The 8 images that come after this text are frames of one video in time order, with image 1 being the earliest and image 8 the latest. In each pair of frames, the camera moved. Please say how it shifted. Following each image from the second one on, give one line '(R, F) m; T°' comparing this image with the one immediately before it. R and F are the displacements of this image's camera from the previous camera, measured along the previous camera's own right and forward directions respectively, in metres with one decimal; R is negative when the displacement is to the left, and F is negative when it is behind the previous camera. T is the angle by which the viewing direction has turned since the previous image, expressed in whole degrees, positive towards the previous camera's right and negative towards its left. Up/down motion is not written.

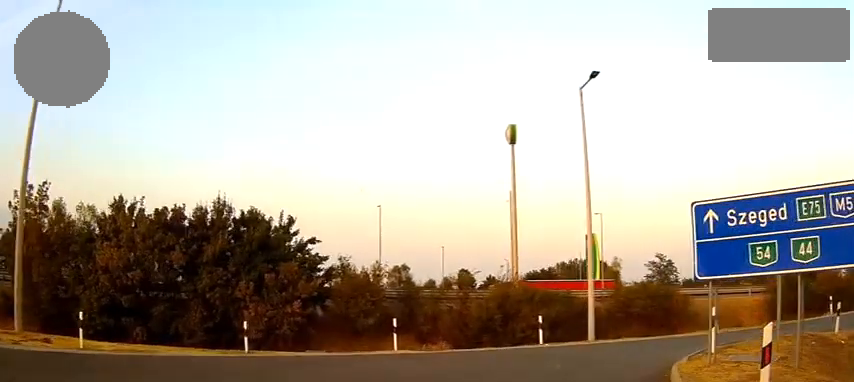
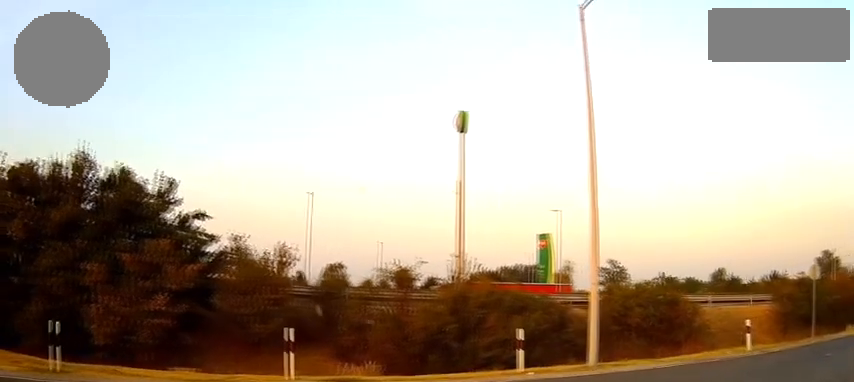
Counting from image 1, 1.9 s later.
(0.0, +8.2) m; +6°
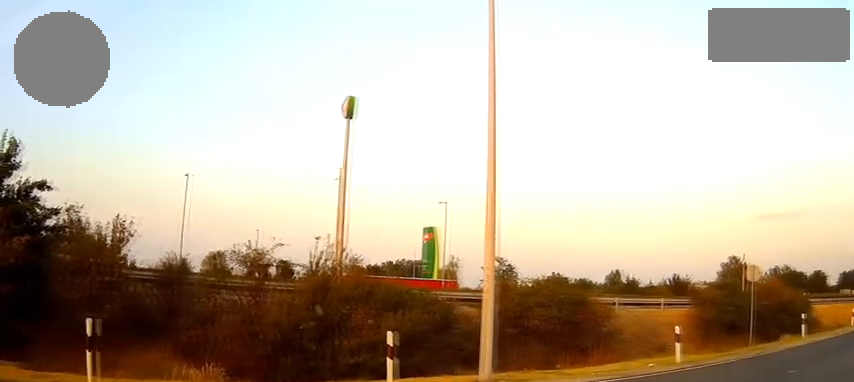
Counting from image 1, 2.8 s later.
(+0.2, +3.5) m; +11°
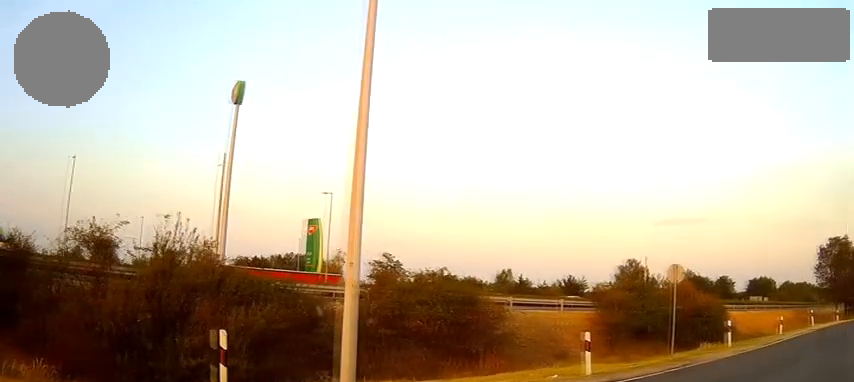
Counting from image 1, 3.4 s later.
(+0.1, +2.6) m; +11°
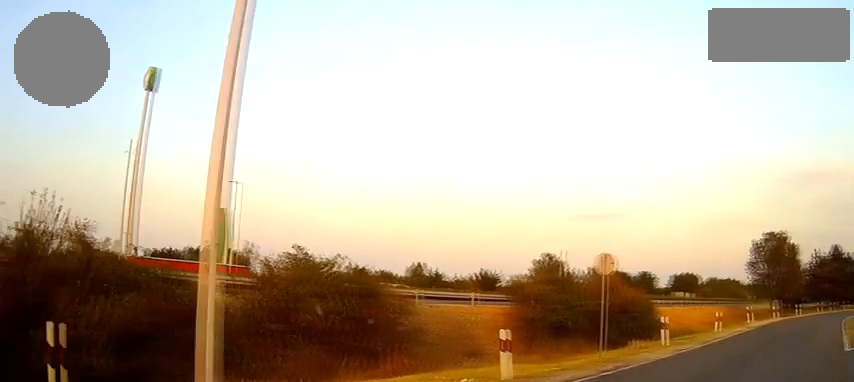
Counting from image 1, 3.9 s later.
(+0.3, +1.9) m; +8°
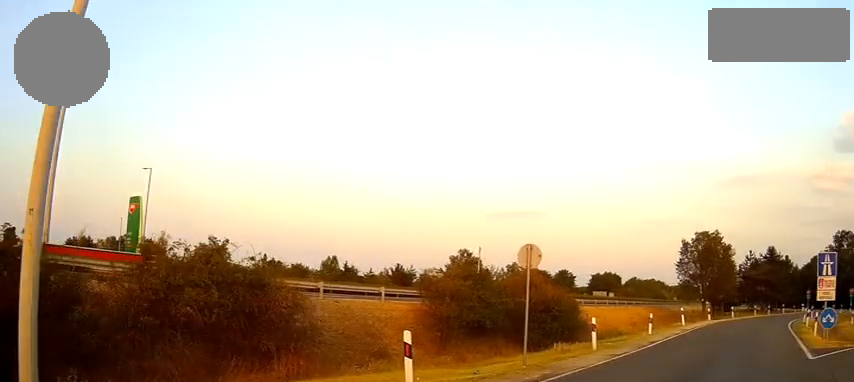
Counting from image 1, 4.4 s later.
(0.0, +1.9) m; +8°
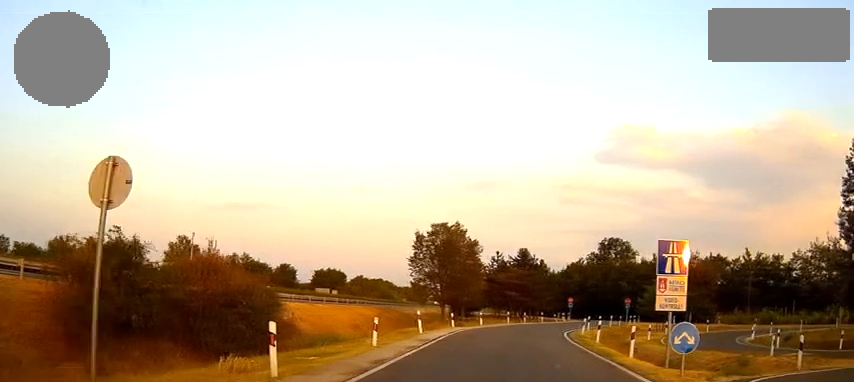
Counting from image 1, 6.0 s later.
(+1.8, +7.0) m; +16°
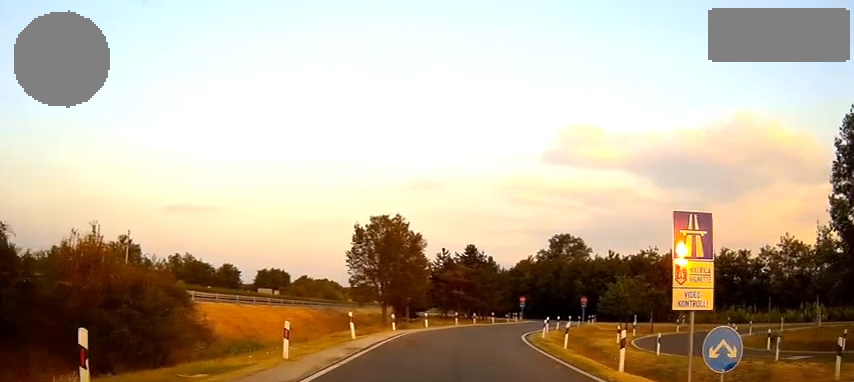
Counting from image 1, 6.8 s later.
(-0.1, +4.0) m; 0°
